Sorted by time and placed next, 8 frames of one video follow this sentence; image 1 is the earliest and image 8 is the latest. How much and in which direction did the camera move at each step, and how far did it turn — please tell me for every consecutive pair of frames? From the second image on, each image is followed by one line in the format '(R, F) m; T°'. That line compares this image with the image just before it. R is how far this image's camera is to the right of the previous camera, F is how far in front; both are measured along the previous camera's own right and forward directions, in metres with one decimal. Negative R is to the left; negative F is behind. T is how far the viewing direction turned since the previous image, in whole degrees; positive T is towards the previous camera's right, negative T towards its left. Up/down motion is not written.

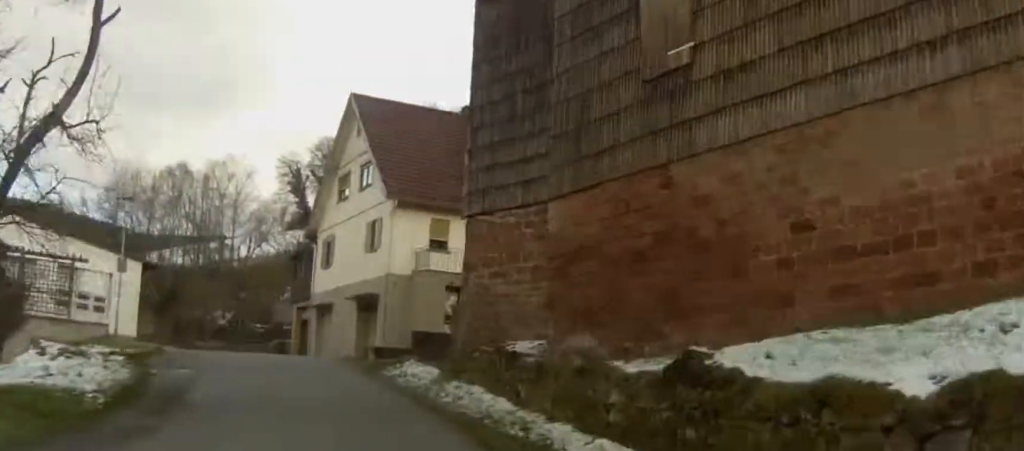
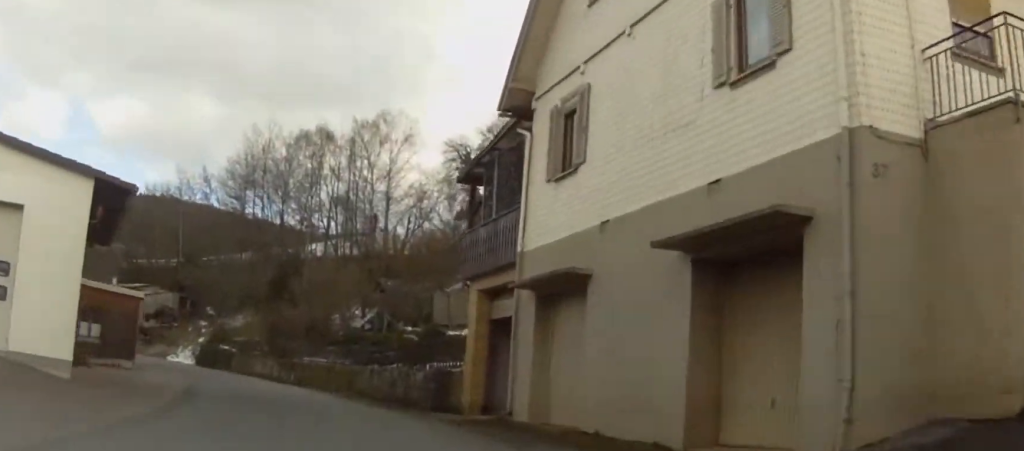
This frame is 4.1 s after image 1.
(-3.6, +28.3) m; -13°
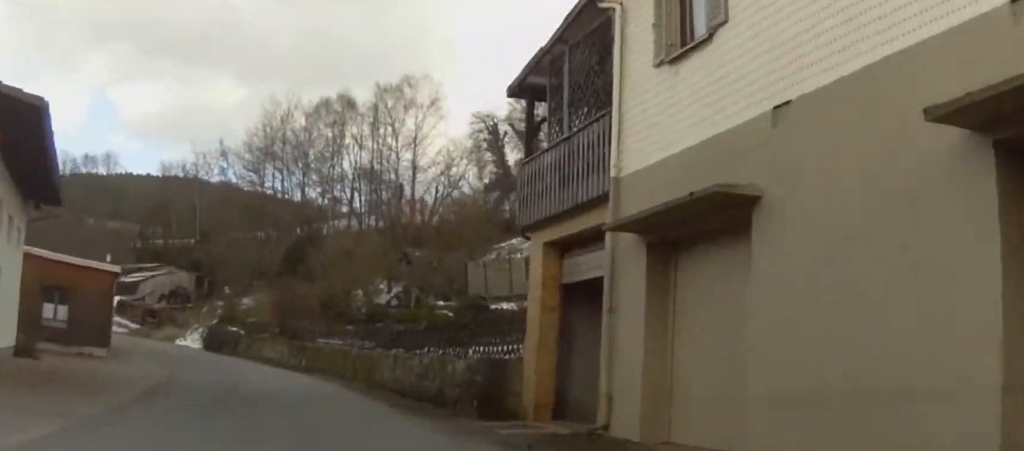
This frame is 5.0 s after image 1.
(-0.2, +7.0) m; -2°
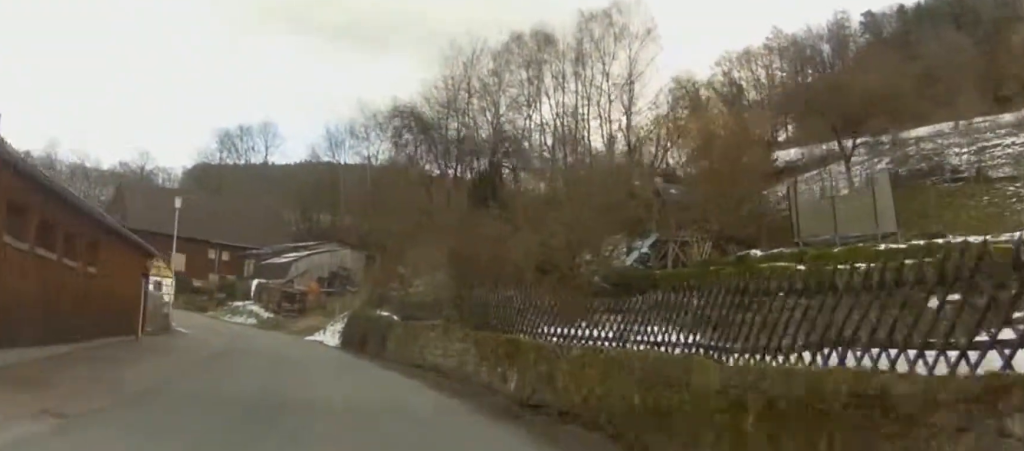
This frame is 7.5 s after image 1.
(-0.4, +20.3) m; -3°
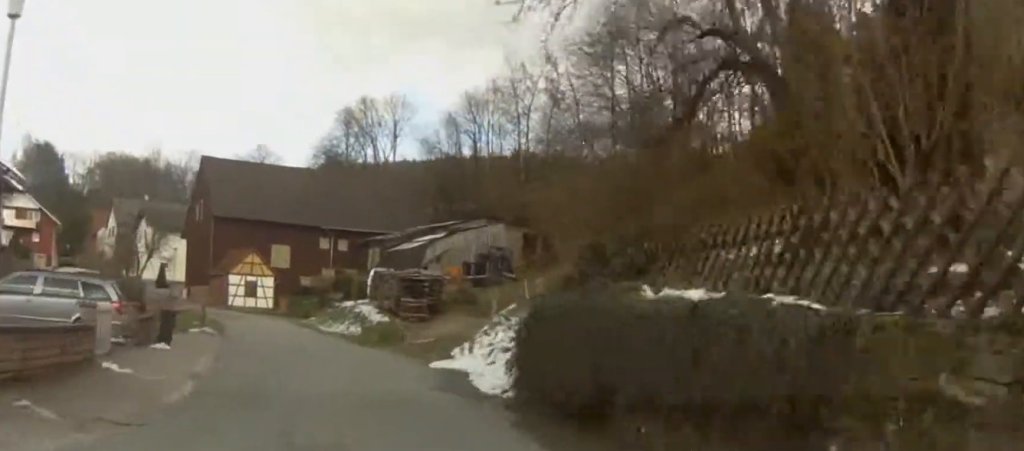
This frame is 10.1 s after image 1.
(-1.1, +21.4) m; -7°
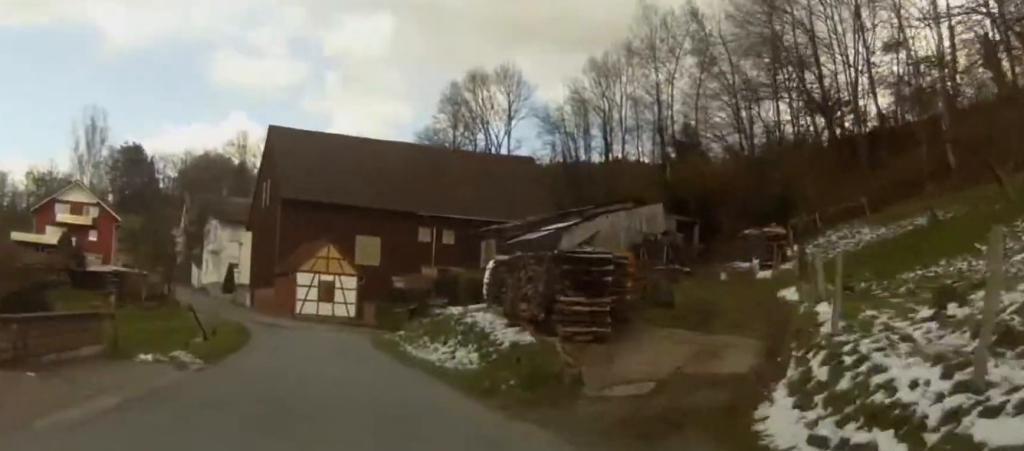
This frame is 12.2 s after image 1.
(-1.0, +18.2) m; -6°
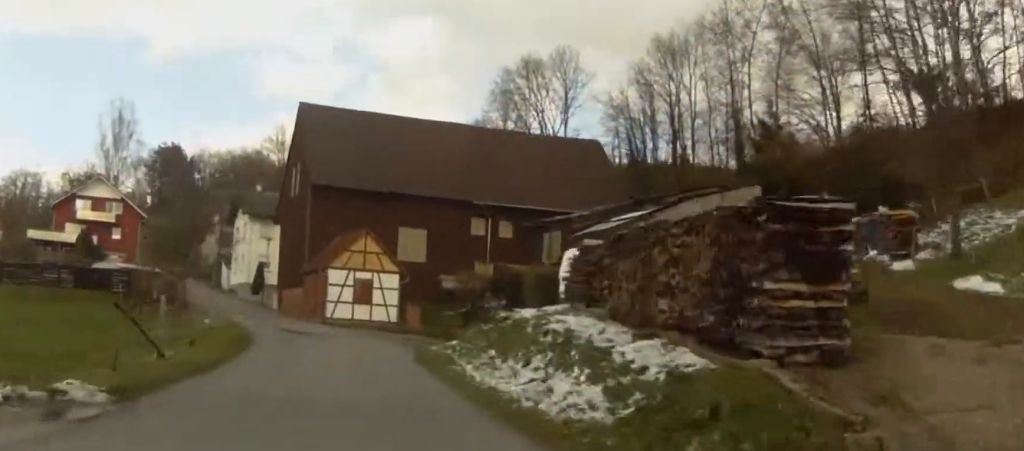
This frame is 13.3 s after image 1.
(-0.3, +9.0) m; -3°
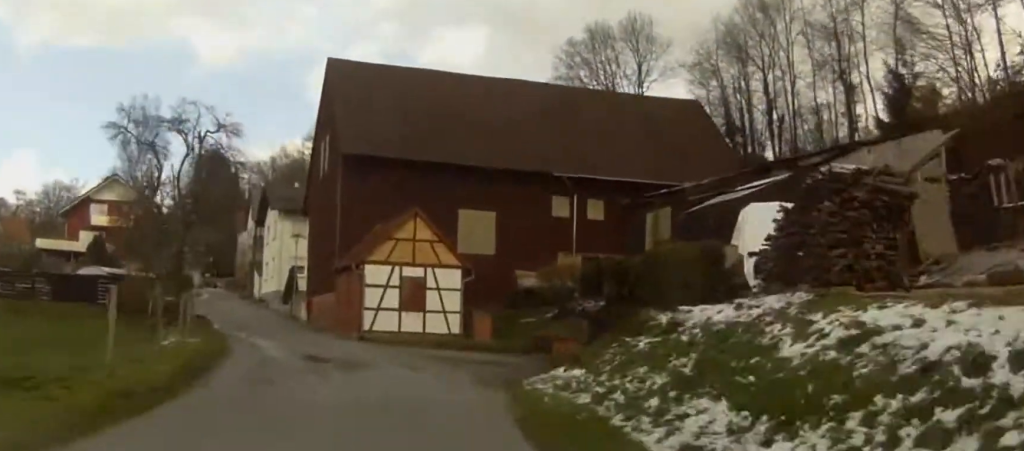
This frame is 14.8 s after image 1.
(-0.4, +12.9) m; -3°
